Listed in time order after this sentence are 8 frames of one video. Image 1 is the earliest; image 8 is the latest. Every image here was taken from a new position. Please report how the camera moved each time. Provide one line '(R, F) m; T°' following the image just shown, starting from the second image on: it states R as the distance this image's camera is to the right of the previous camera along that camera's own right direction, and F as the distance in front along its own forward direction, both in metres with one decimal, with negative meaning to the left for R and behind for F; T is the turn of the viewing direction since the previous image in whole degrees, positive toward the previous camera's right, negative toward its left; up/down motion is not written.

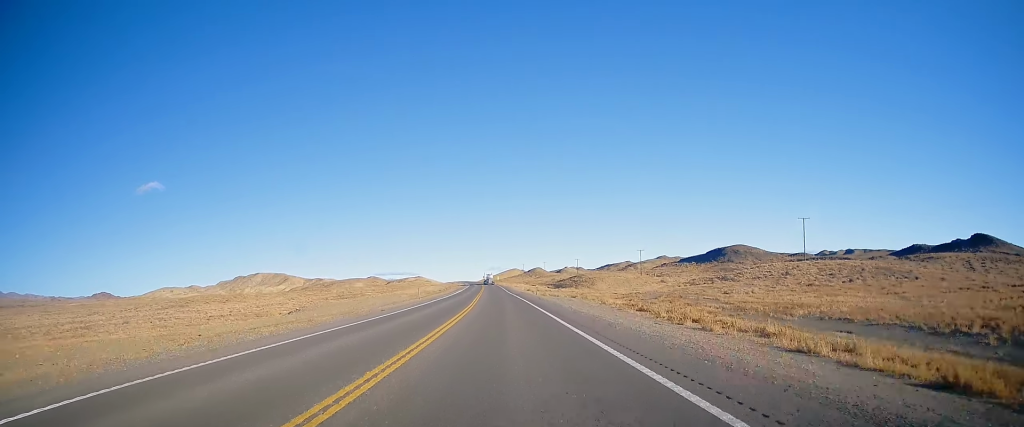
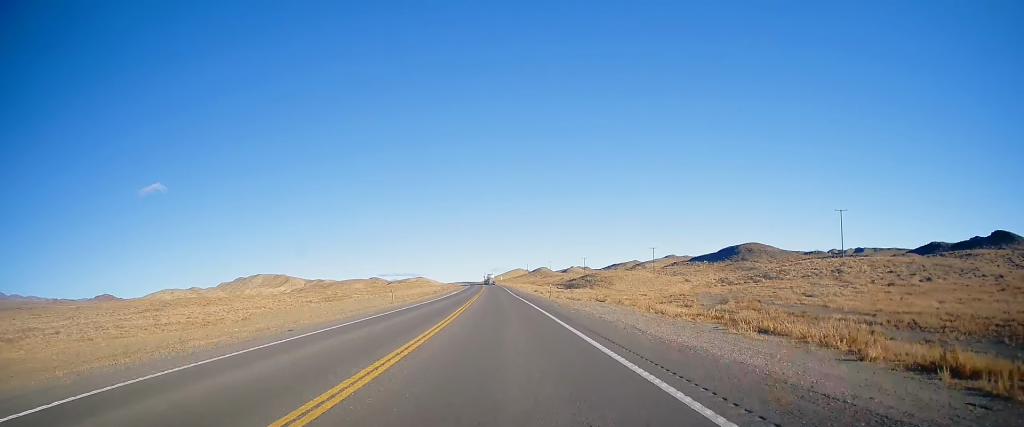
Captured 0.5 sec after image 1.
(+0.1, +15.4) m; 0°
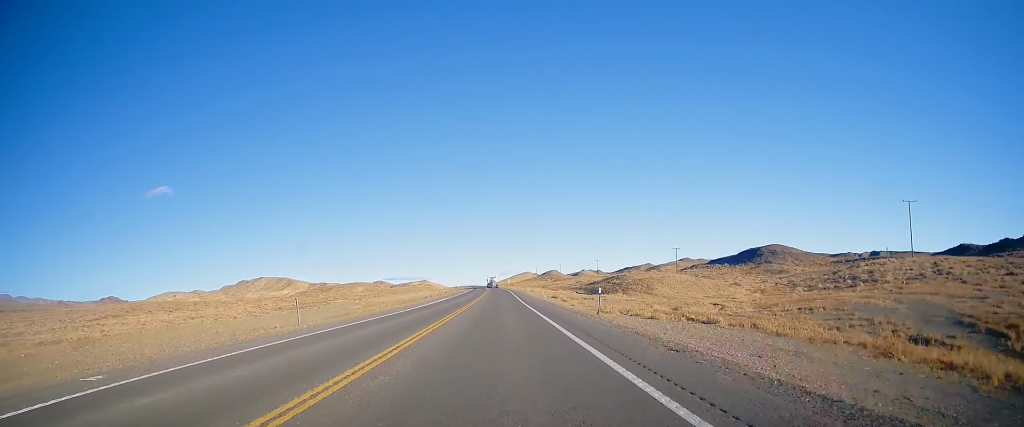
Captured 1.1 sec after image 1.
(0.0, +21.8) m; -1°
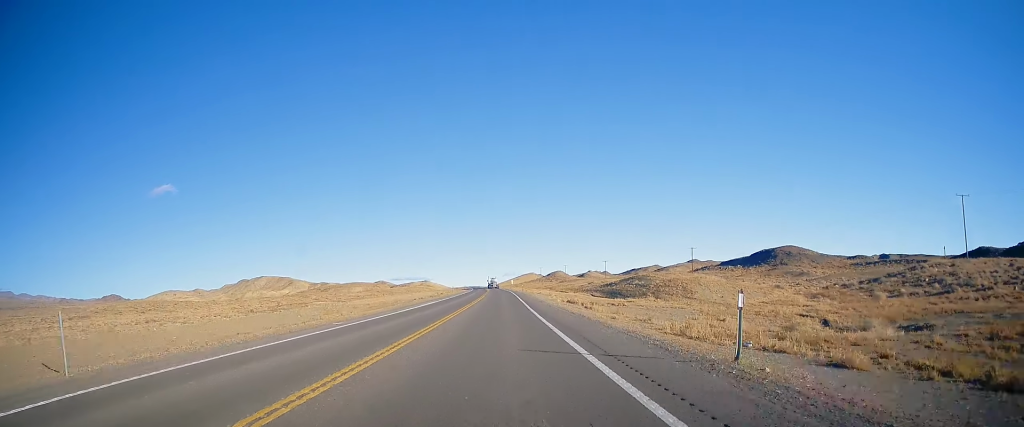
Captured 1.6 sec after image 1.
(-0.1, +14.0) m; -1°
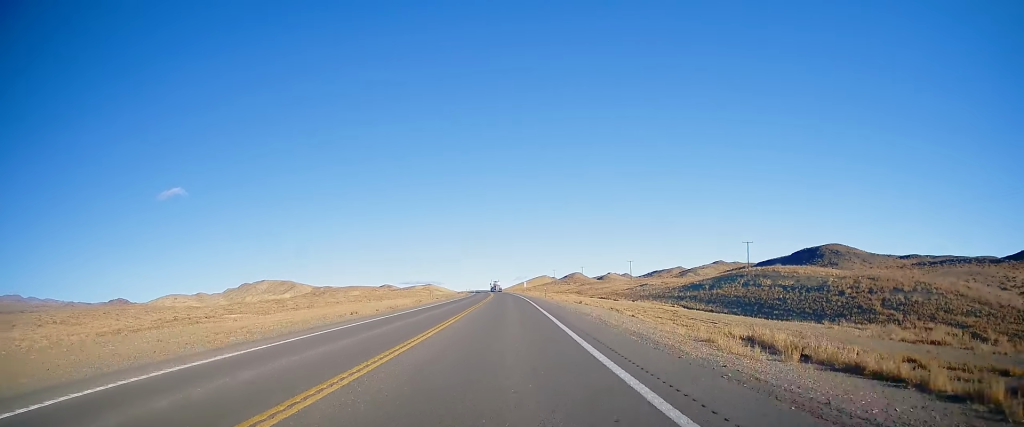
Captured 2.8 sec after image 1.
(-0.5, +38.7) m; -1°
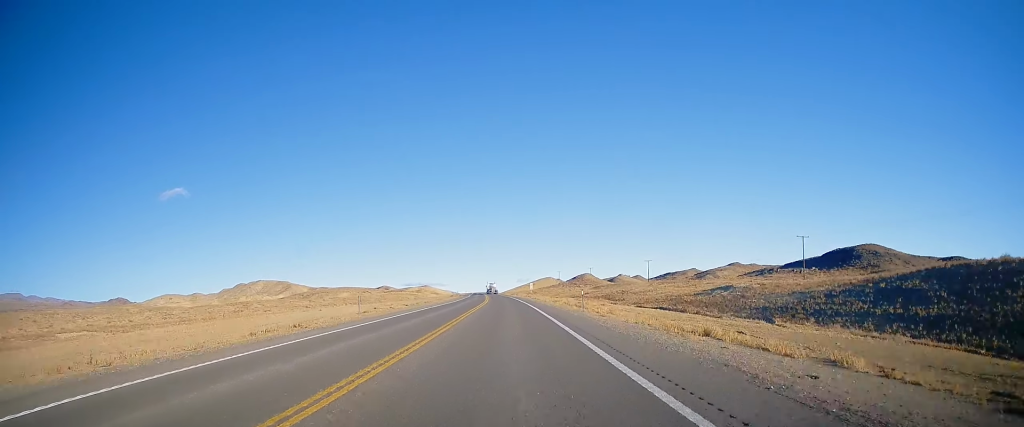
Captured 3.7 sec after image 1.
(0.0, +30.2) m; 0°
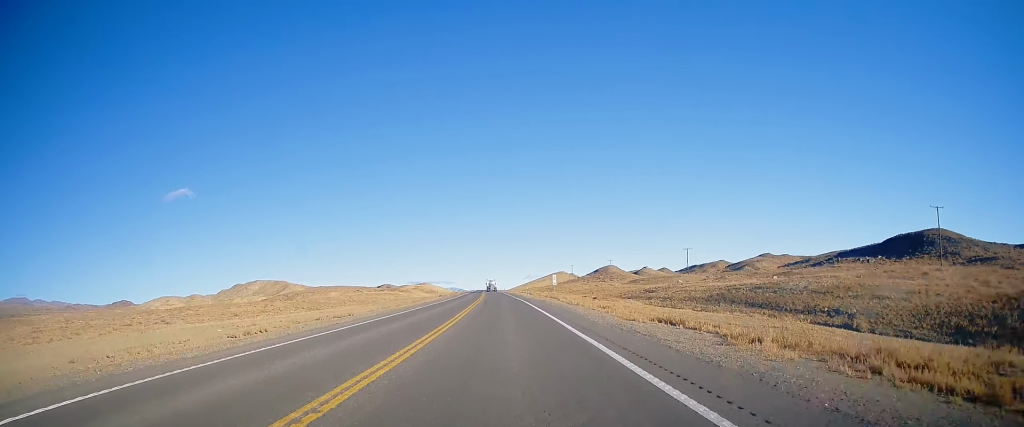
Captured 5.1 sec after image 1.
(0.0, +44.5) m; 0°
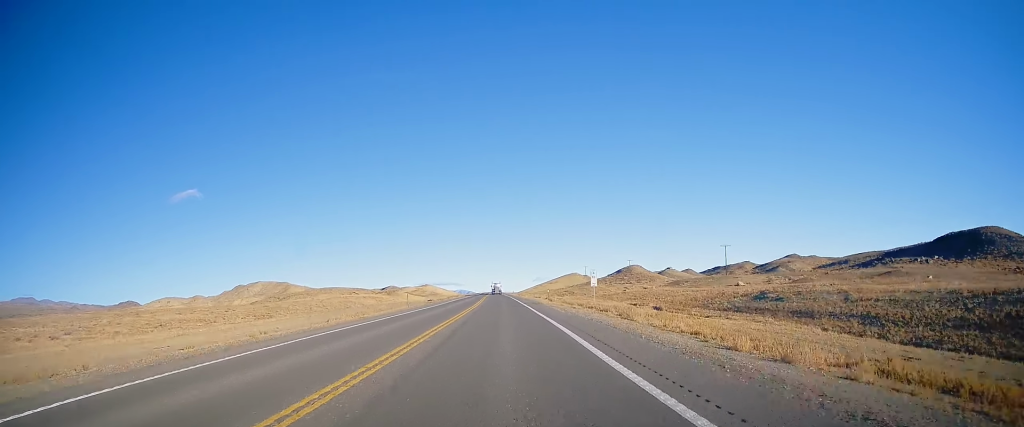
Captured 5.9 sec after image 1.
(0.0, +28.1) m; -1°
